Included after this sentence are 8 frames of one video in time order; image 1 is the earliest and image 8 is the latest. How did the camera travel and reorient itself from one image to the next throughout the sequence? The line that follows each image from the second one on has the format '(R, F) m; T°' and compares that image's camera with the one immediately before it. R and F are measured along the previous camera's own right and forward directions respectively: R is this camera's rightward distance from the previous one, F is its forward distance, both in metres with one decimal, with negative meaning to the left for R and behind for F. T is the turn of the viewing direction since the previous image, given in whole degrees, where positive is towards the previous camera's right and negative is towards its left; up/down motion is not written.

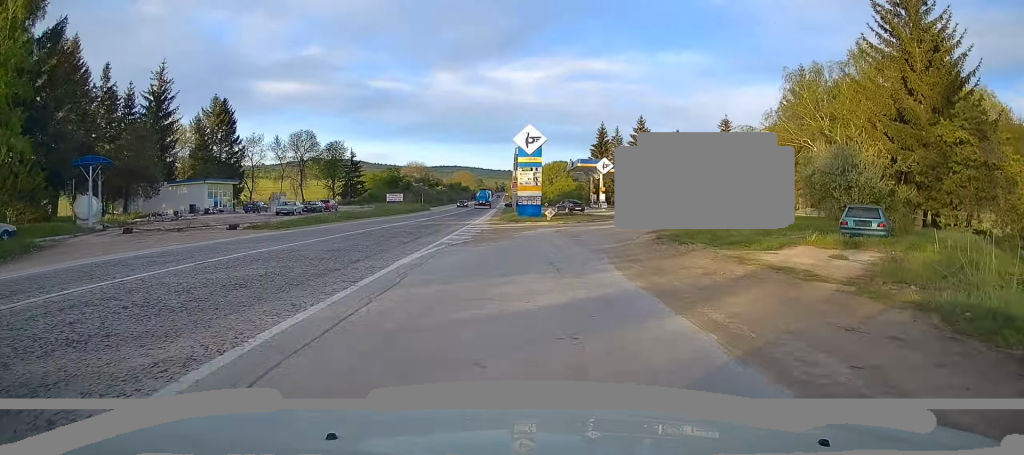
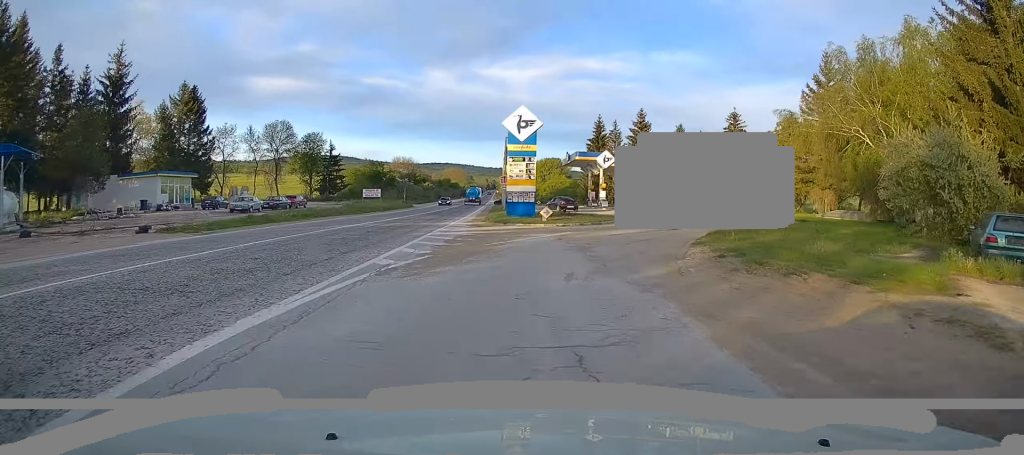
(+0.2, +7.6) m; +2°
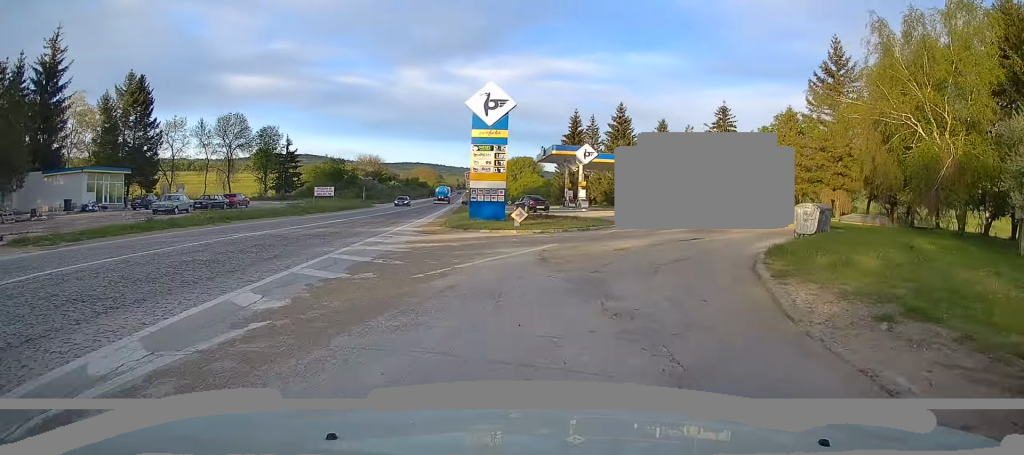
(+0.1, +6.9) m; +2°
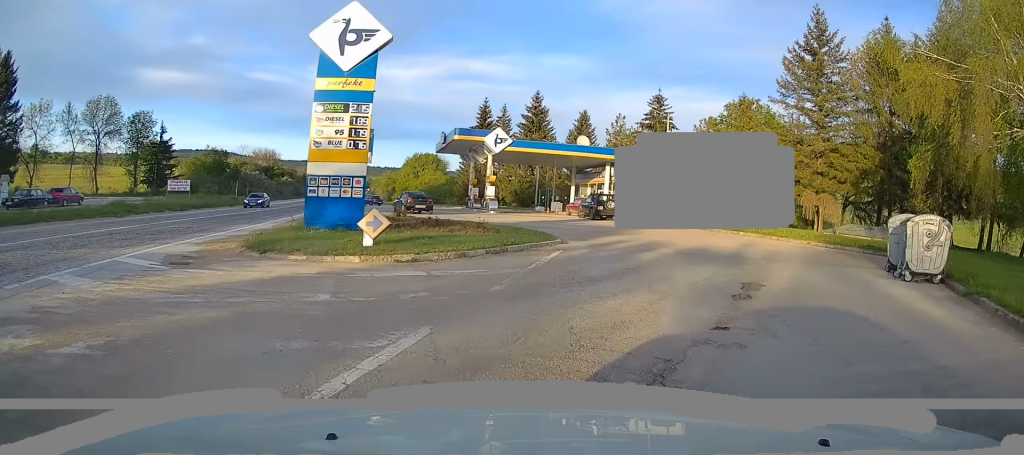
(+0.3, +11.6) m; +7°
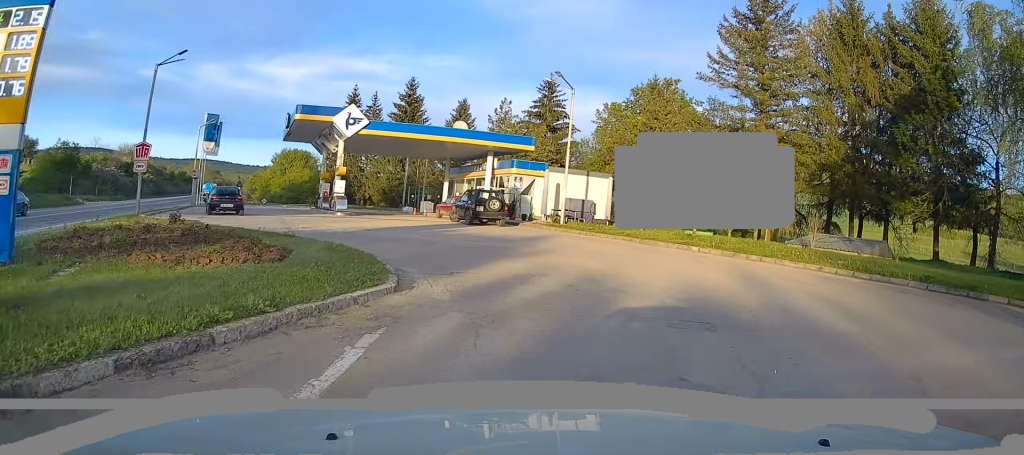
(+1.0, +9.2) m; +11°
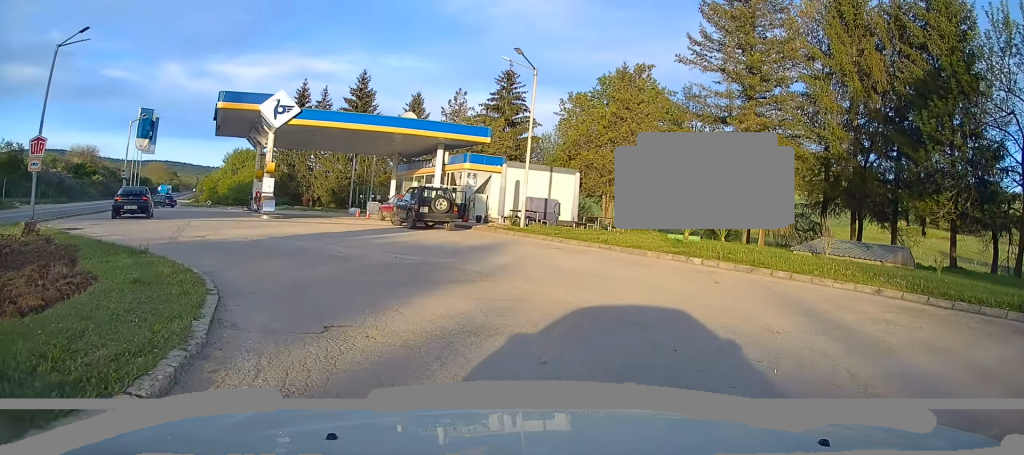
(+0.4, +4.2) m; +1°
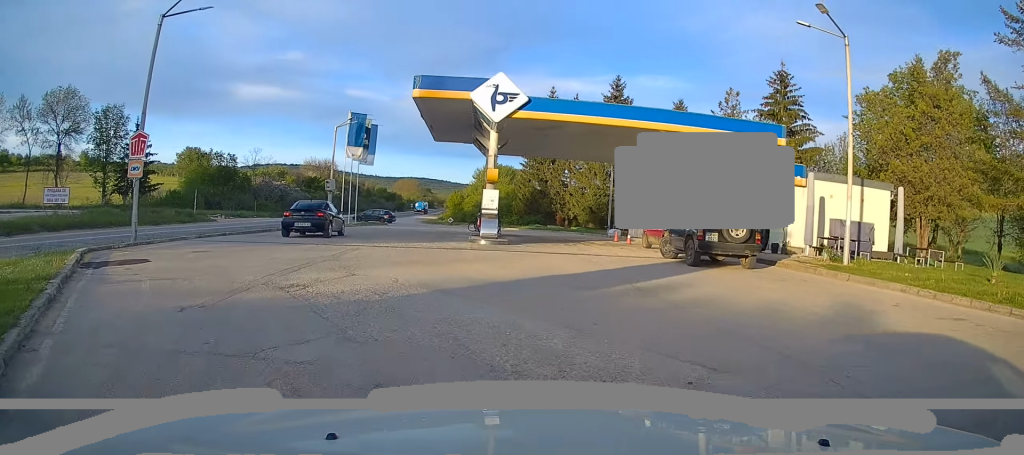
(-1.5, +6.7) m; -29°
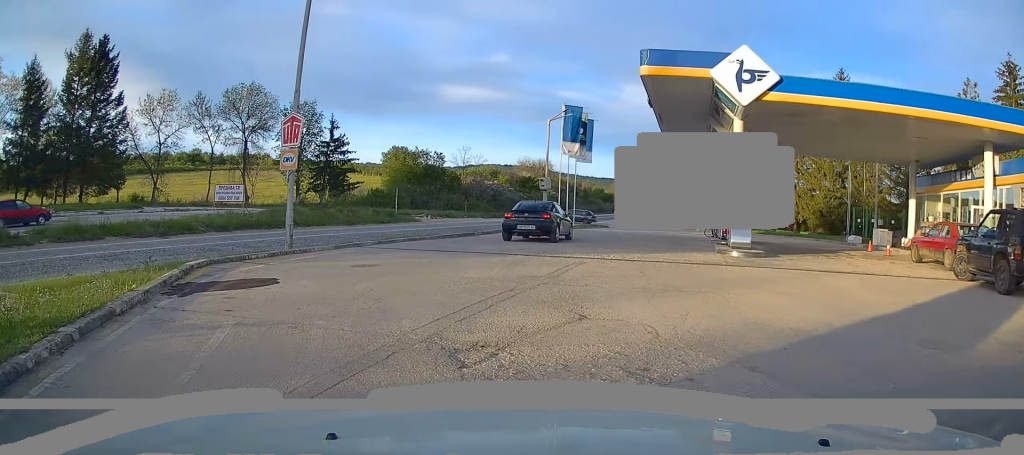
(-0.6, +3.3) m; -16°
